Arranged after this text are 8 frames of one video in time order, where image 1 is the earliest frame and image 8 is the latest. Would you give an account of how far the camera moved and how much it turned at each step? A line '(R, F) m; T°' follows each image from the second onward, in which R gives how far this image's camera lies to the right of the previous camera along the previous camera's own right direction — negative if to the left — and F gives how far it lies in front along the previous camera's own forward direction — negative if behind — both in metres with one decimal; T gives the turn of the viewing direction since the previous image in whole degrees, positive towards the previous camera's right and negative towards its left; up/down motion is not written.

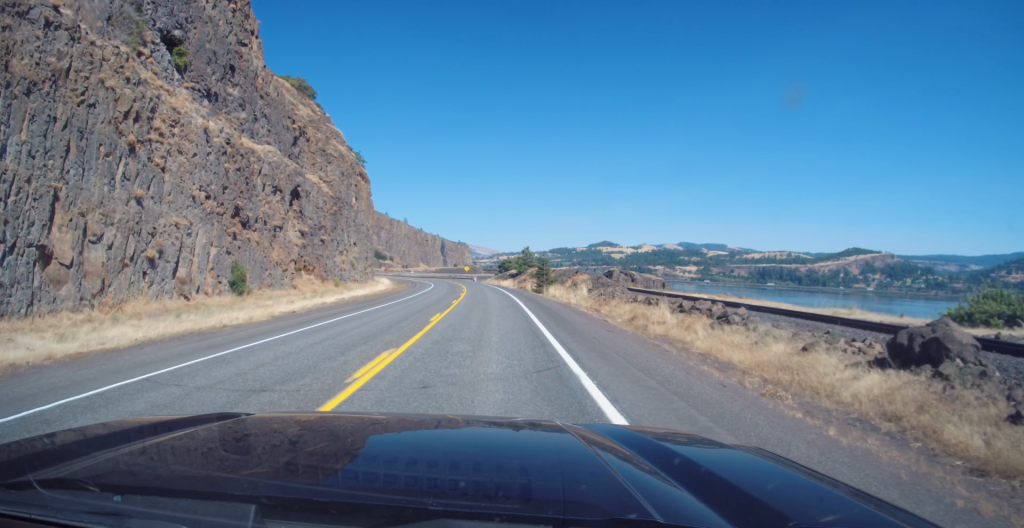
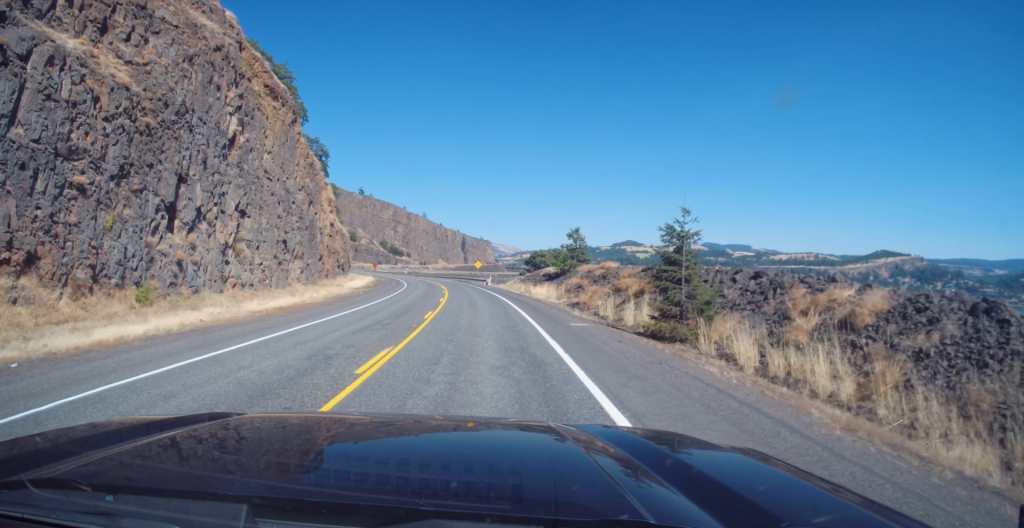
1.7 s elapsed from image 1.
(-0.6, +49.4) m; -2°
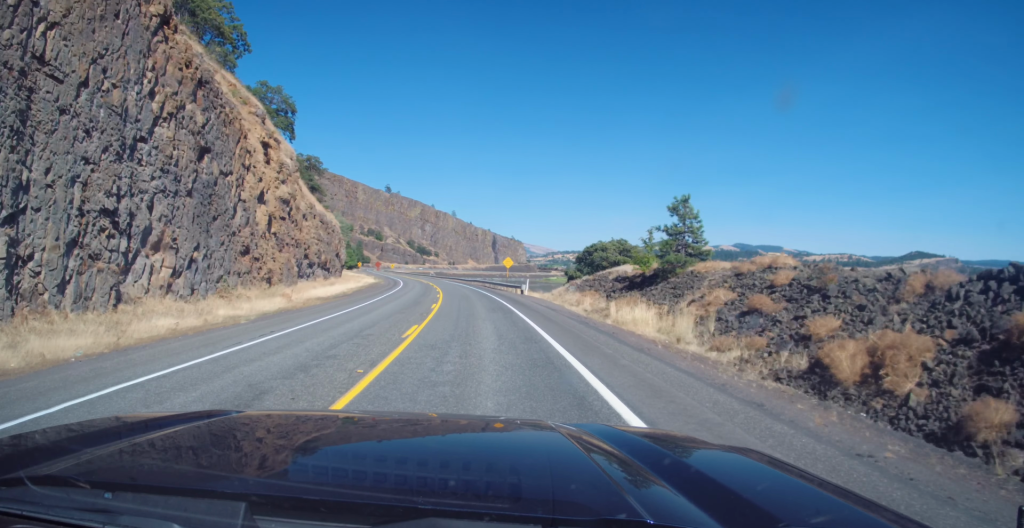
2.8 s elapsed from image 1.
(-0.9, +31.5) m; -4°
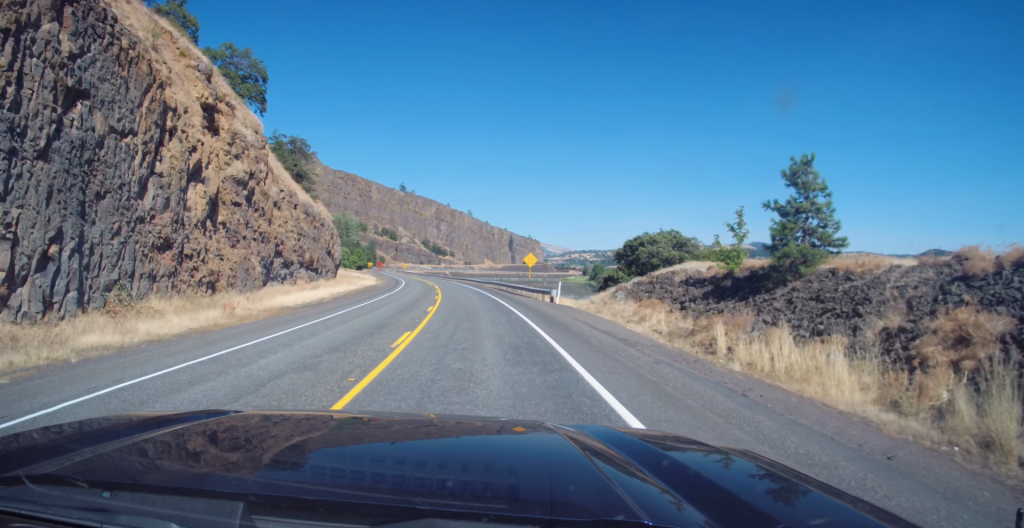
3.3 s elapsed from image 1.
(-0.5, +14.3) m; -1°
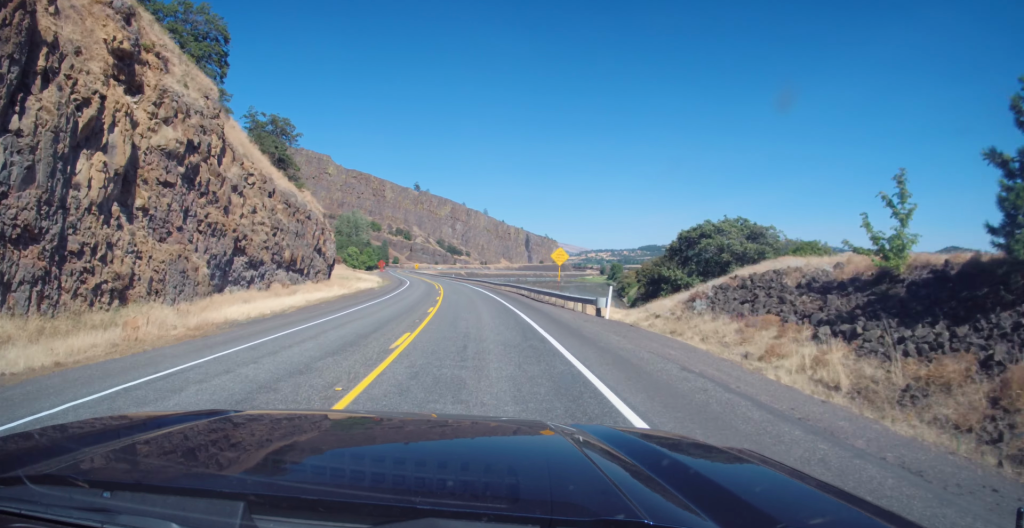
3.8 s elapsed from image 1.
(-0.2, +12.4) m; -1°
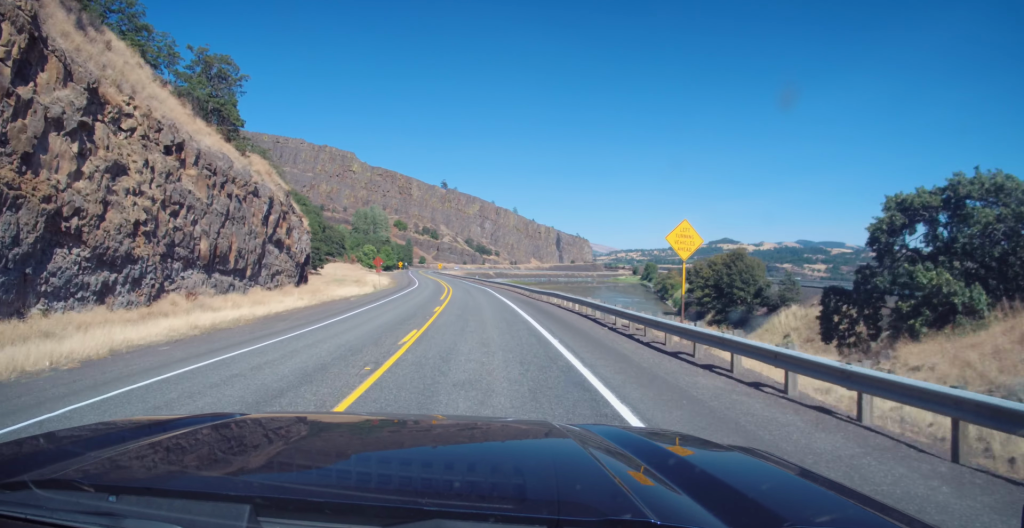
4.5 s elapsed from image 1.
(+0.1, +22.4) m; -3°
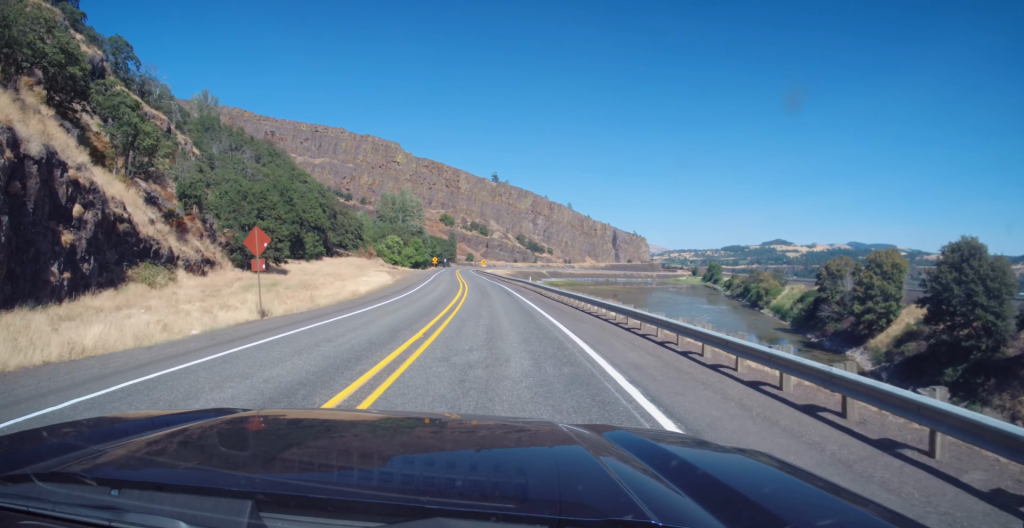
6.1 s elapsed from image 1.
(-2.5, +45.4) m; -4°
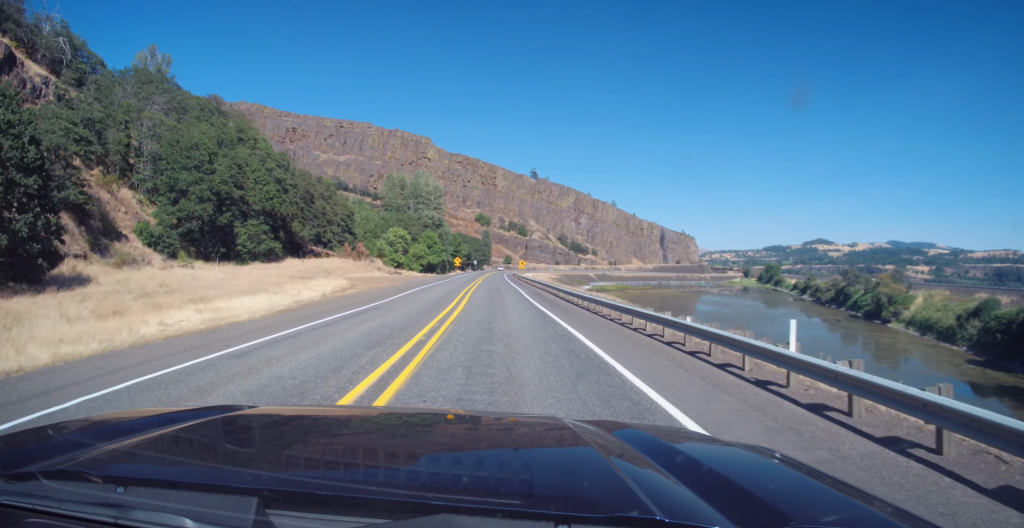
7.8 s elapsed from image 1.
(-1.0, +48.5) m; -3°
